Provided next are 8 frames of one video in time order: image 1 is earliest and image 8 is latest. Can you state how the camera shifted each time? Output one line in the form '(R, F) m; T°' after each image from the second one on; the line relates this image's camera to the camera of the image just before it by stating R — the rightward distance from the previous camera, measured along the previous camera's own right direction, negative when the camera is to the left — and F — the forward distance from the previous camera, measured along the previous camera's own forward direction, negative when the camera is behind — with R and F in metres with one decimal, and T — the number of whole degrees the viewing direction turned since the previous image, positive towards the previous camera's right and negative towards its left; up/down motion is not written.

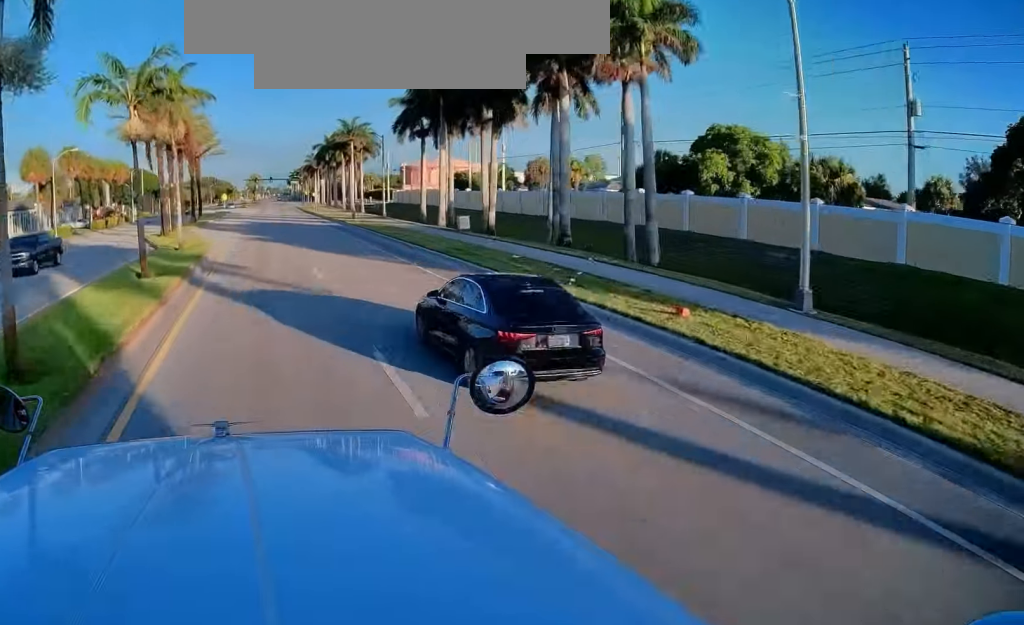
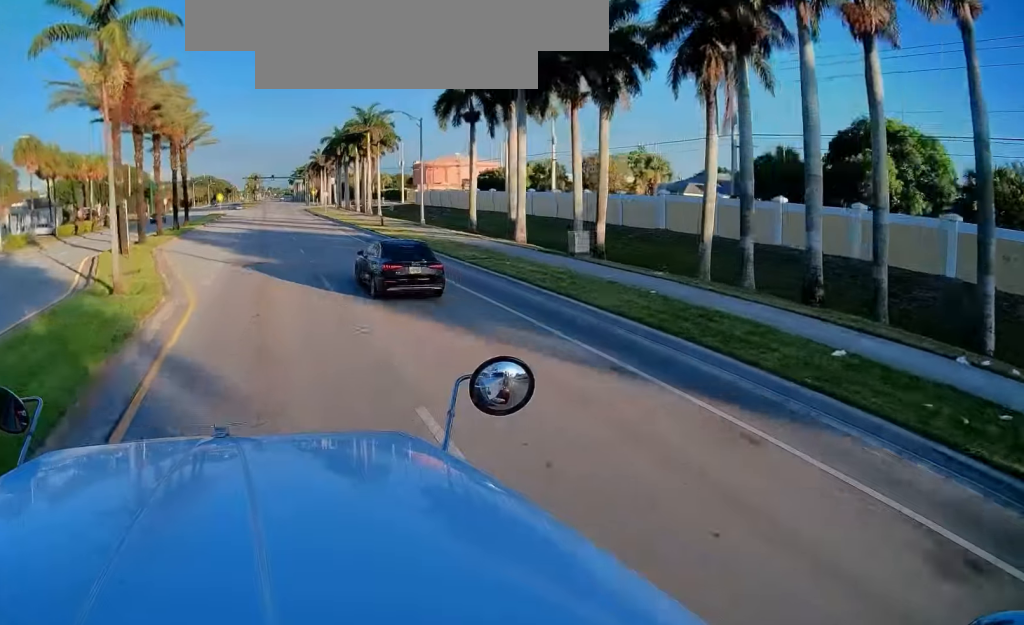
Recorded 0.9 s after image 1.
(0.0, +14.7) m; 0°
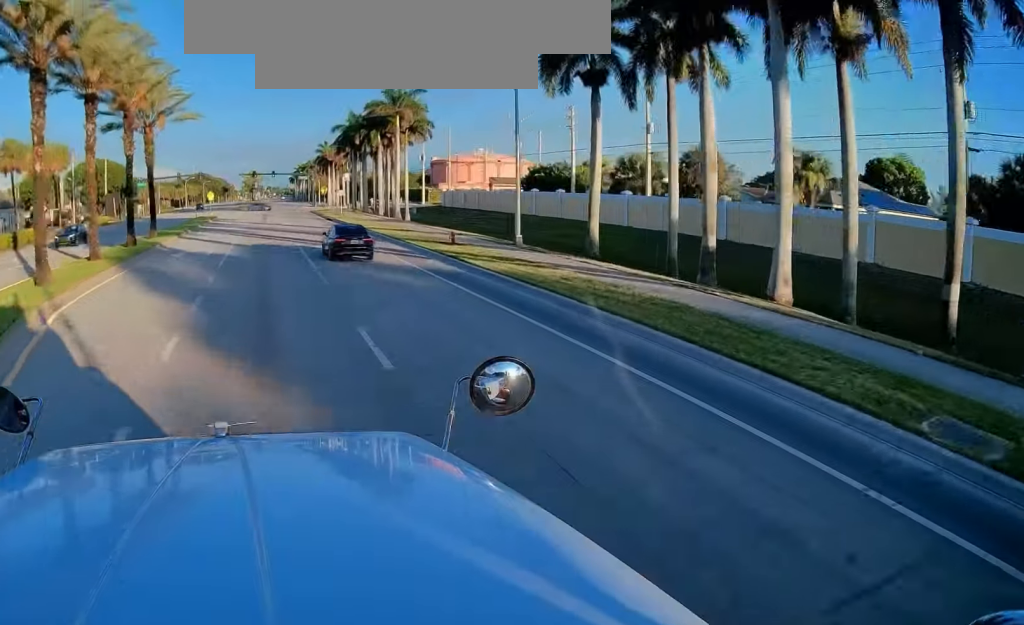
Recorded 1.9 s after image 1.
(0.0, +17.6) m; 0°
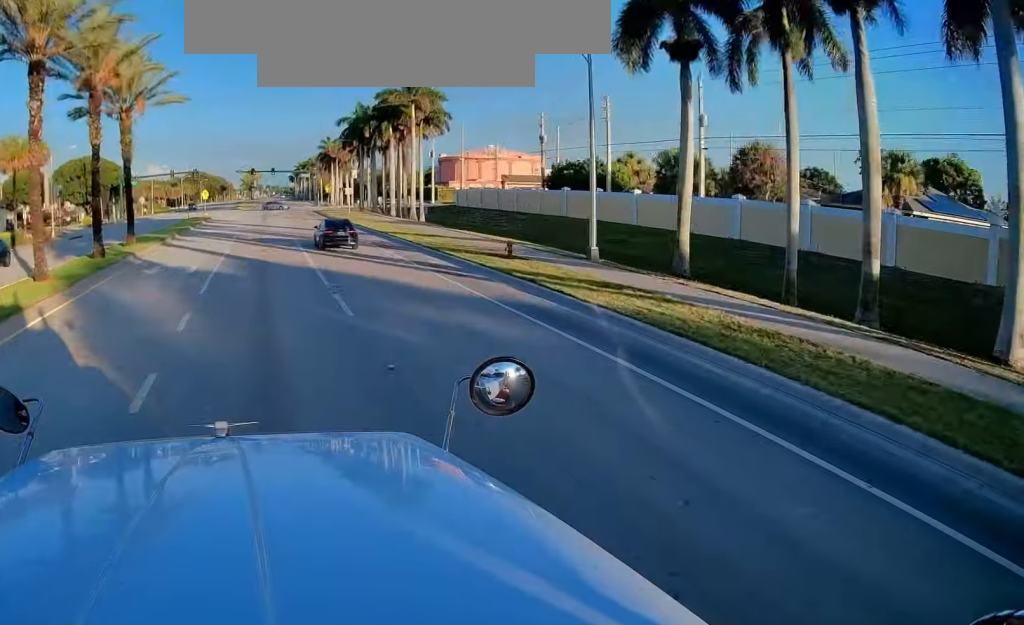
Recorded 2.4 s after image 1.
(0.0, +7.0) m; 0°
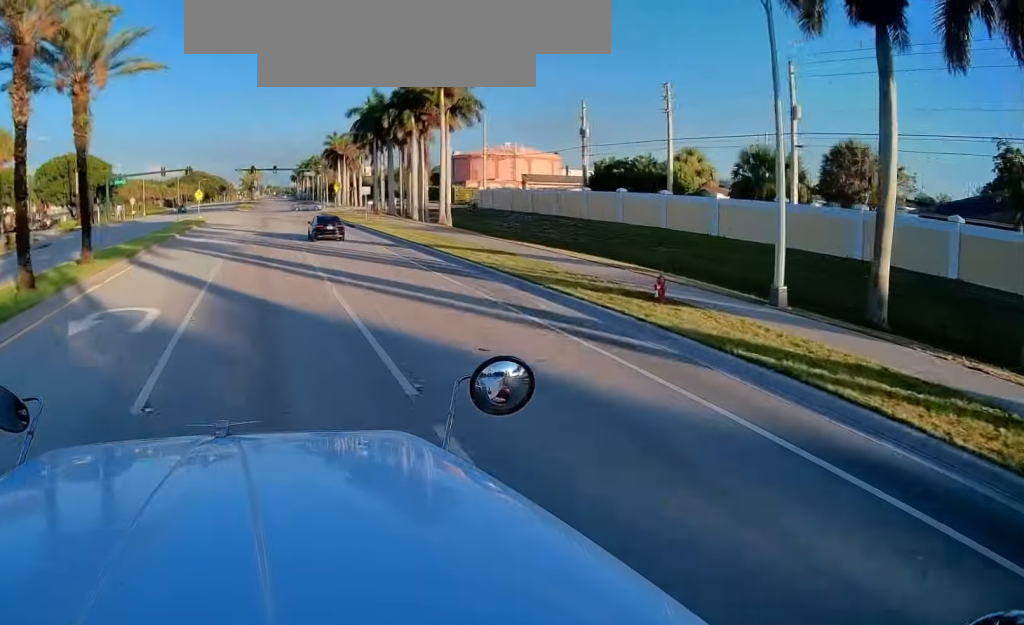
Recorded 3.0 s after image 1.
(0.0, +9.4) m; 0°
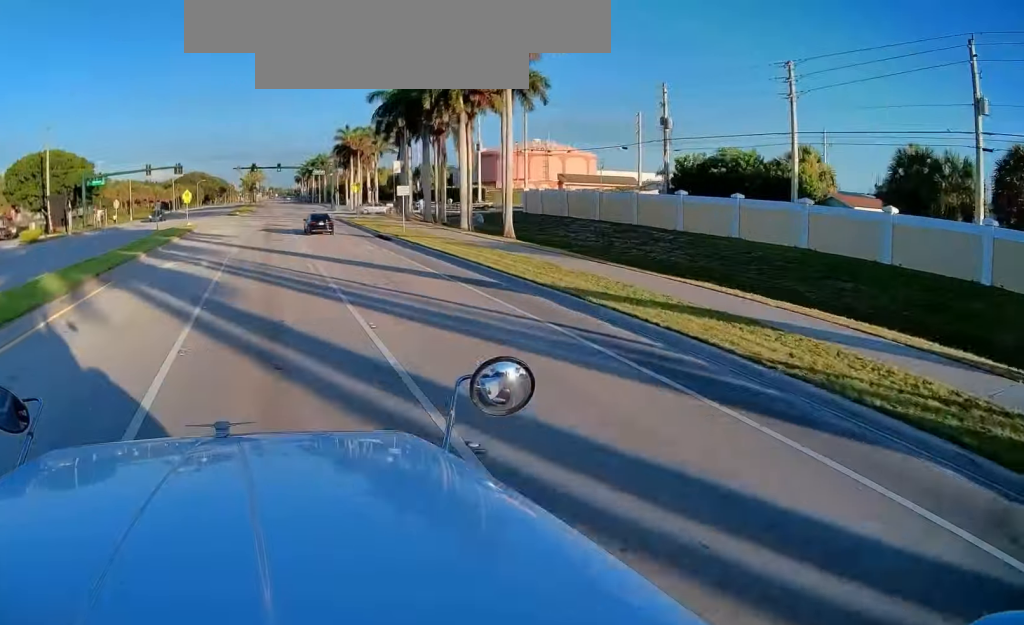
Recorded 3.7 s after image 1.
(0.0, +11.9) m; 0°
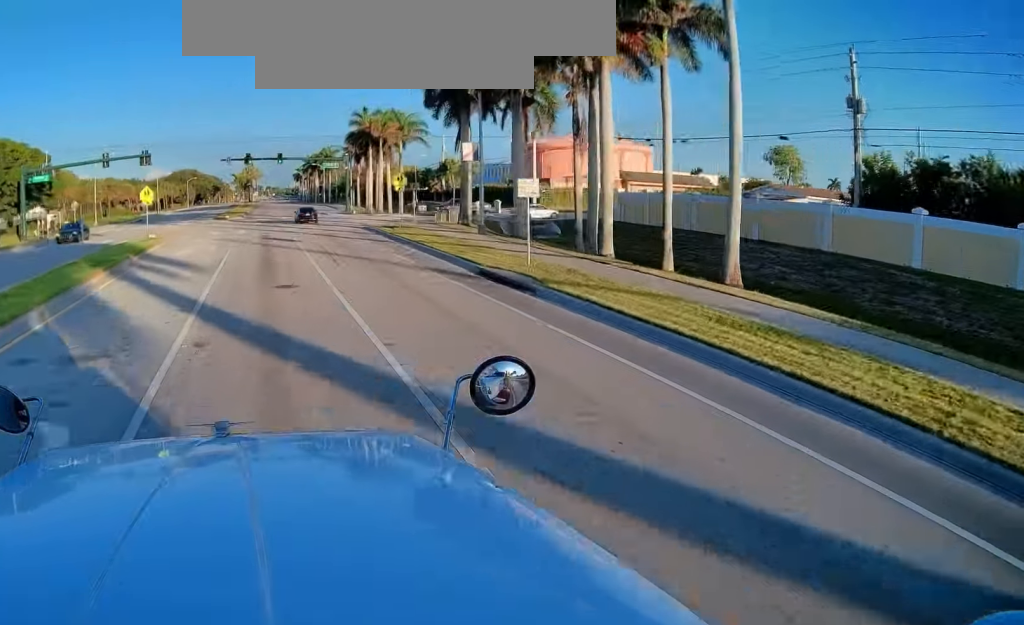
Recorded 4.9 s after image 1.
(0.0, +18.3) m; 0°
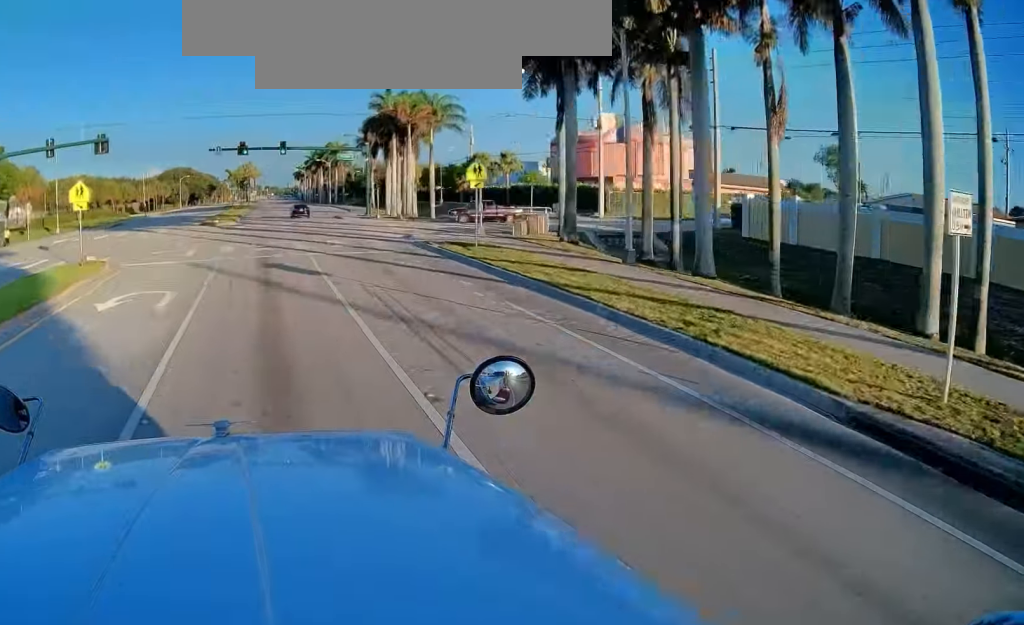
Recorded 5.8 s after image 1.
(0.0, +12.4) m; 0°
